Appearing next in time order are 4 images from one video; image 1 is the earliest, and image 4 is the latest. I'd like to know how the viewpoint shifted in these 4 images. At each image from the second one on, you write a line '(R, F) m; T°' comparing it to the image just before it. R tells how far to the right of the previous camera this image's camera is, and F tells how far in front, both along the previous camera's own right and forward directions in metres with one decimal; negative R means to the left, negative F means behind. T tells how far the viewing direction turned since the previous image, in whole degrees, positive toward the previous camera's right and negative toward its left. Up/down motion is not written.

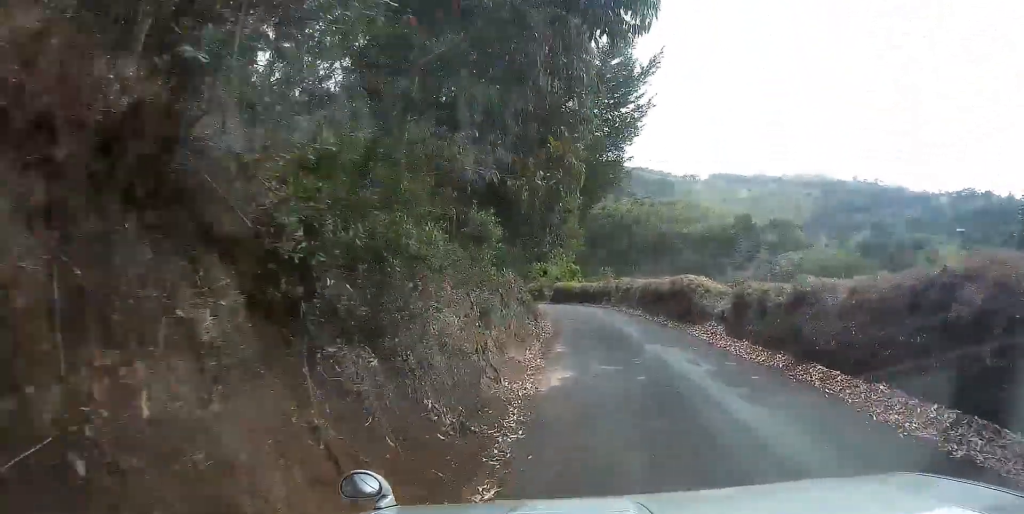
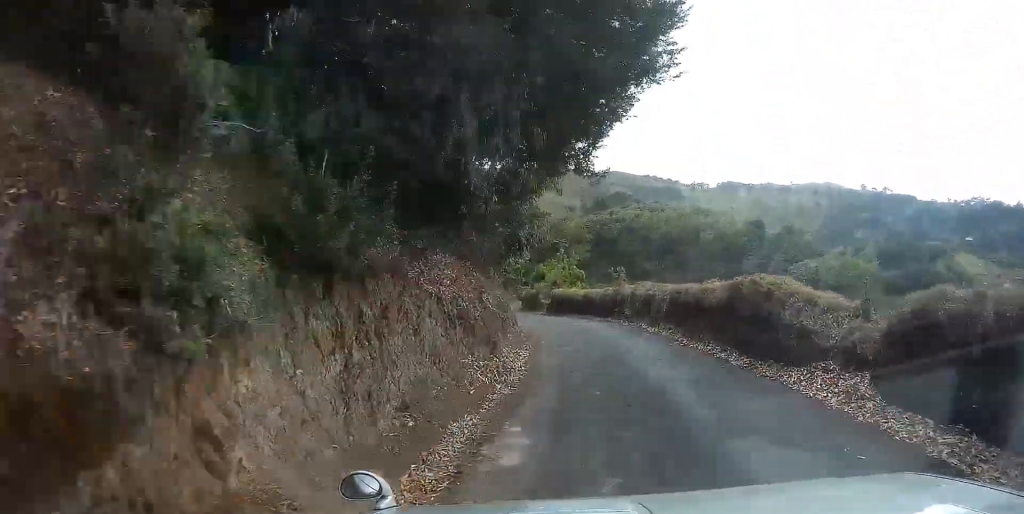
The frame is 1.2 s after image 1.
(+0.8, +9.3) m; +4°
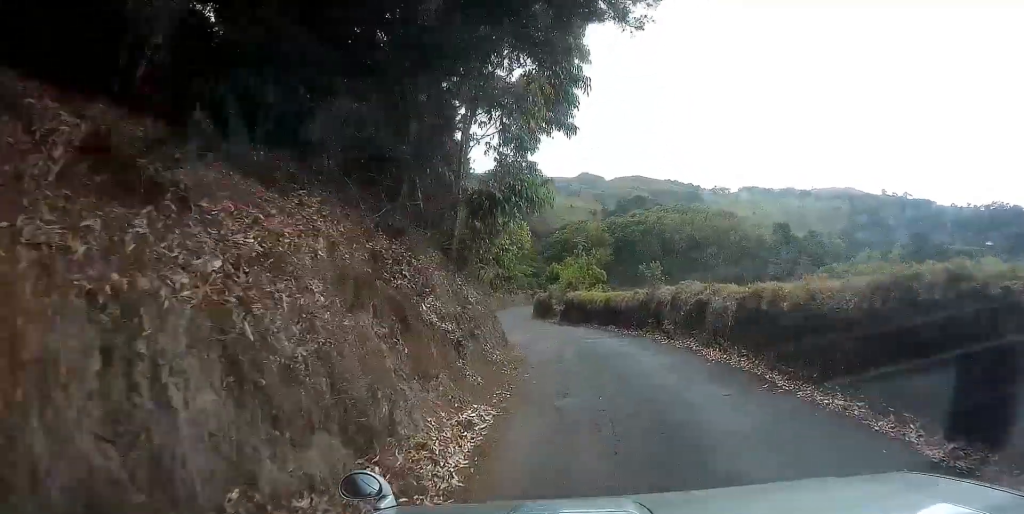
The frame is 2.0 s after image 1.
(0.0, +7.0) m; -2°
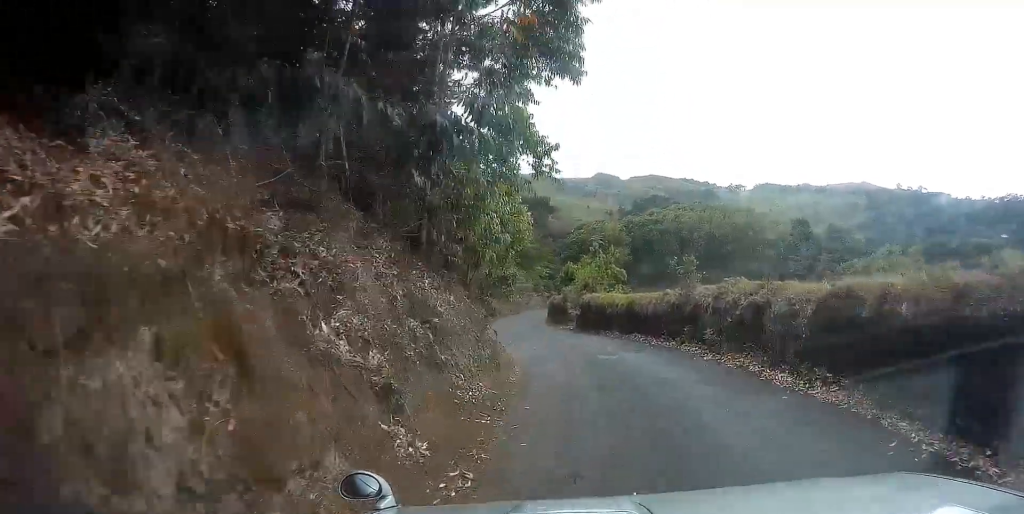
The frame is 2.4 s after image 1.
(0.0, +3.7) m; -3°
